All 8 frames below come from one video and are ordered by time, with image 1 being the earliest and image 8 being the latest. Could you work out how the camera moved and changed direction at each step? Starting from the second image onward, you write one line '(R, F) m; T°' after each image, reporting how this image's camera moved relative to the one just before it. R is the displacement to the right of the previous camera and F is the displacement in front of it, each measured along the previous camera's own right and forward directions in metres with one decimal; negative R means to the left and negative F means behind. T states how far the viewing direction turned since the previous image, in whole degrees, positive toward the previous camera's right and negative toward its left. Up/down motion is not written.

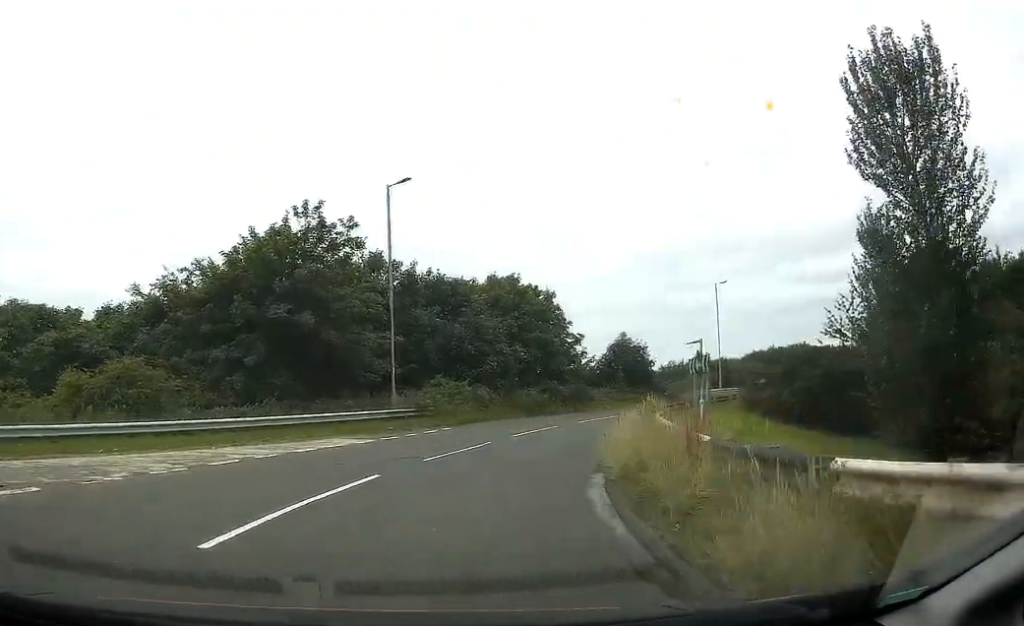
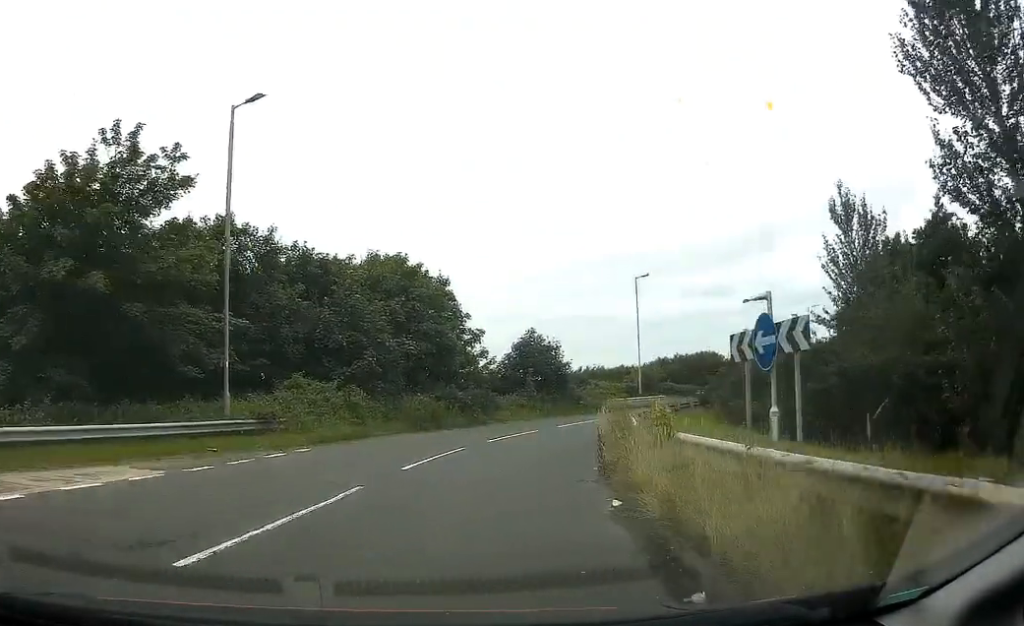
(+0.5, +8.6) m; +9°
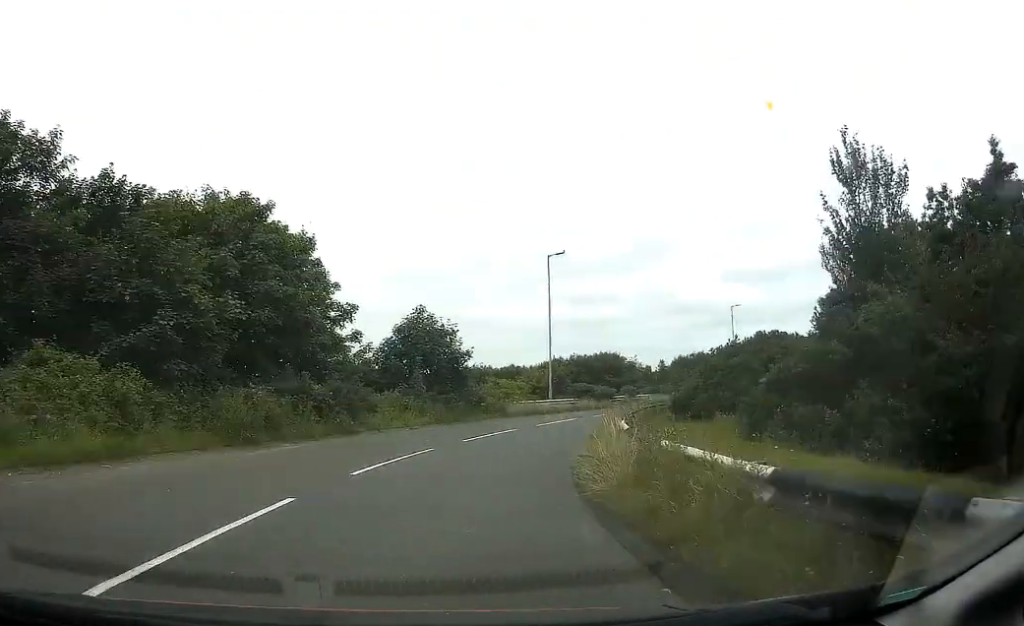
(+0.8, +10.4) m; +12°
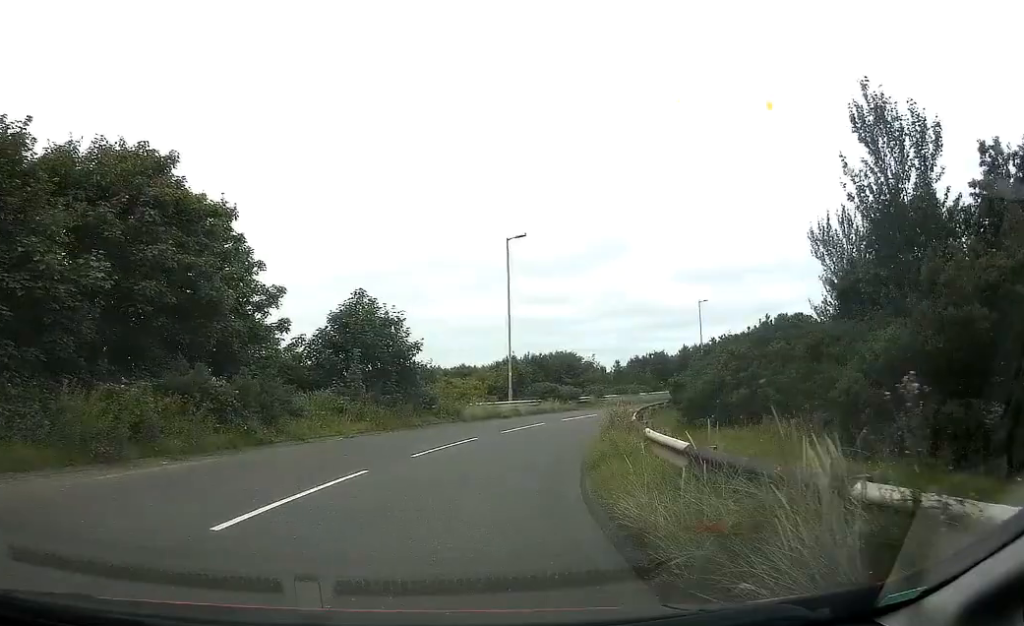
(+0.7, +5.3) m; +4°
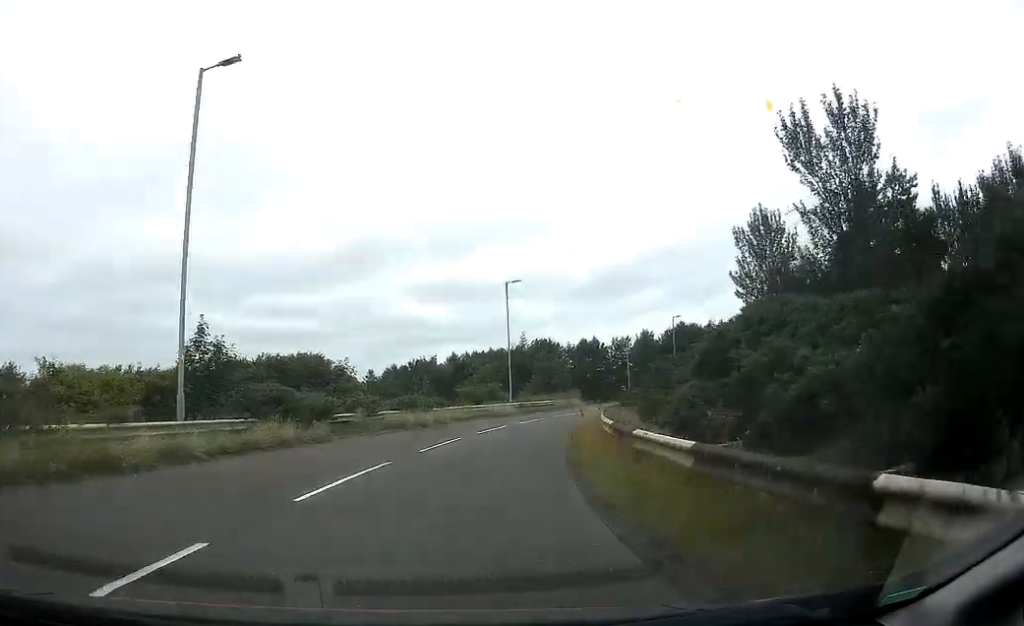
(+3.0, +22.5) m; +17°
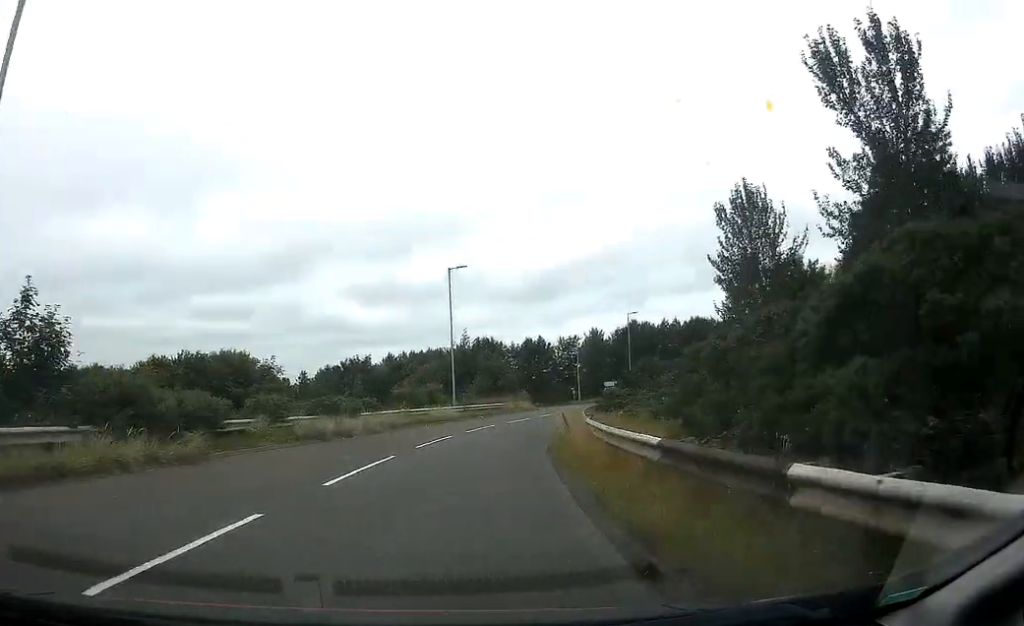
(+0.4, +6.8) m; +6°
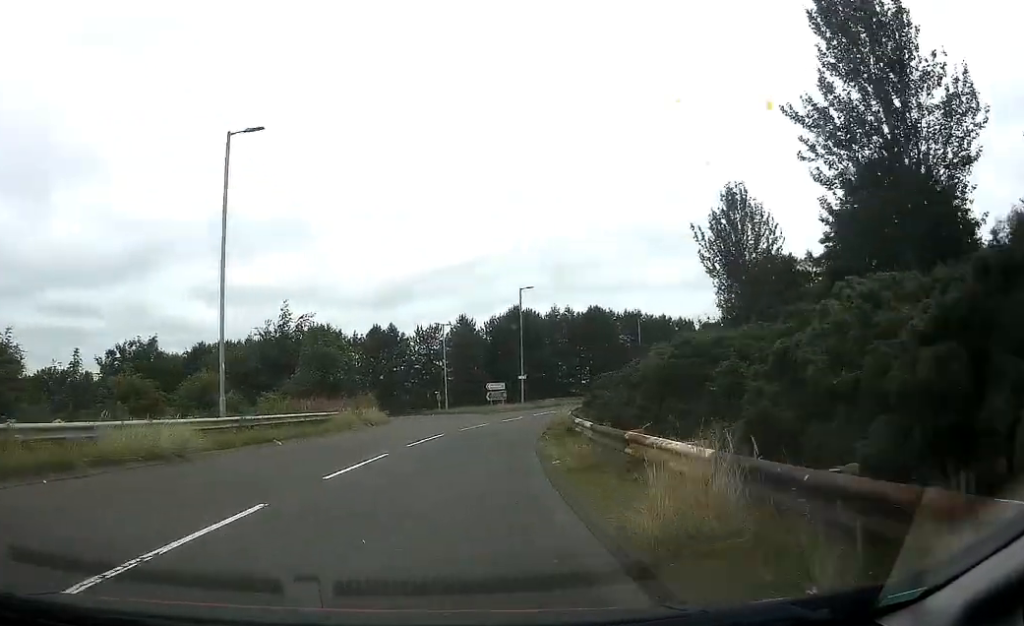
(+4.5, +24.7) m; +18°
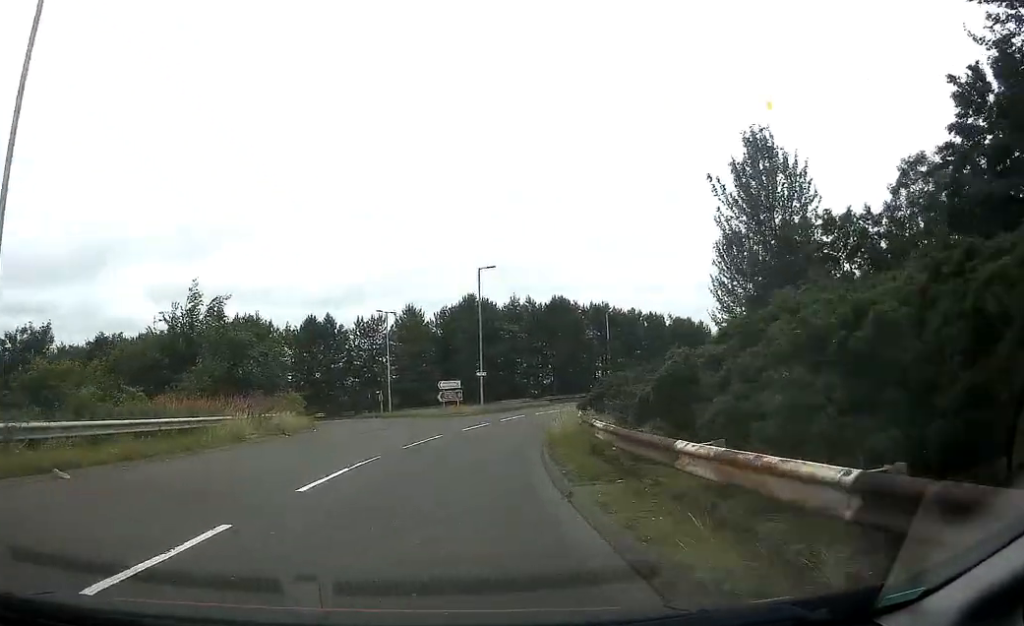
(+0.5, +10.7) m; +5°
